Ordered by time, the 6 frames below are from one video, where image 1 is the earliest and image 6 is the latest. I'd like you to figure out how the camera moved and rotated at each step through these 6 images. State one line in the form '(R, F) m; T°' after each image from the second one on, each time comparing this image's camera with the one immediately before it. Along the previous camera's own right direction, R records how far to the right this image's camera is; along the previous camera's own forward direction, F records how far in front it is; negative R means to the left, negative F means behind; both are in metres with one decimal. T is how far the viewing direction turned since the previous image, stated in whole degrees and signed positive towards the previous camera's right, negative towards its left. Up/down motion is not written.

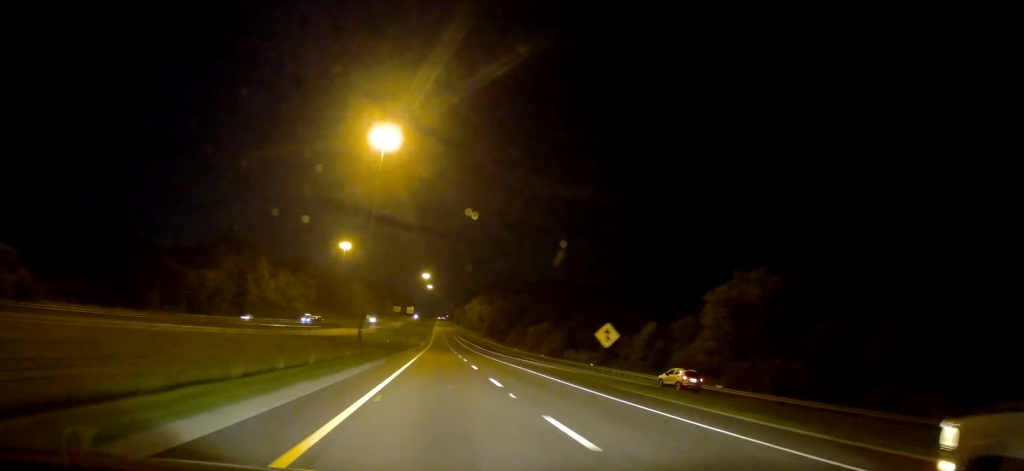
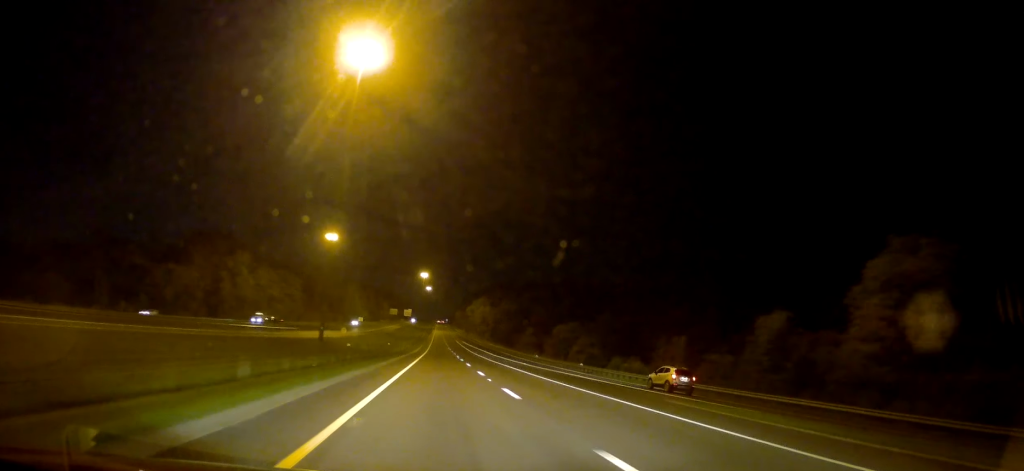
(0.0, +28.6) m; +1°
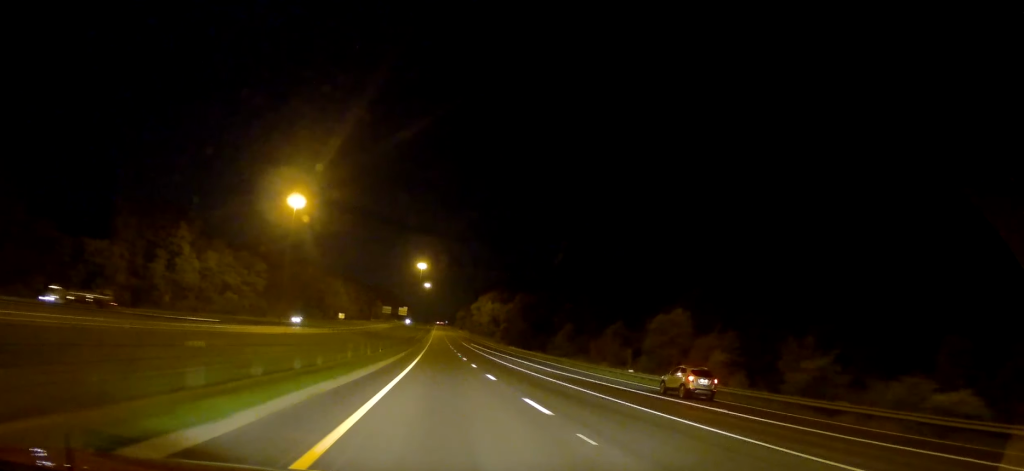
(+0.3, +52.7) m; -1°
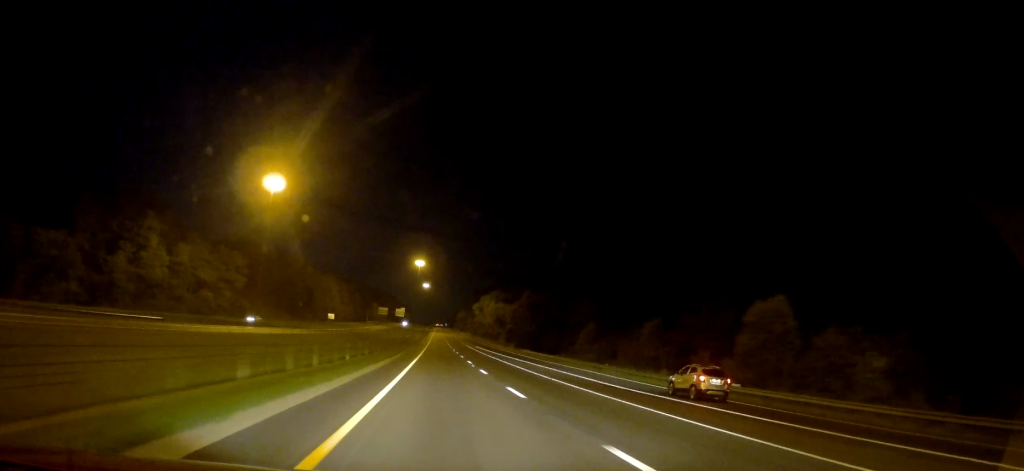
(-0.1, +20.7) m; 0°
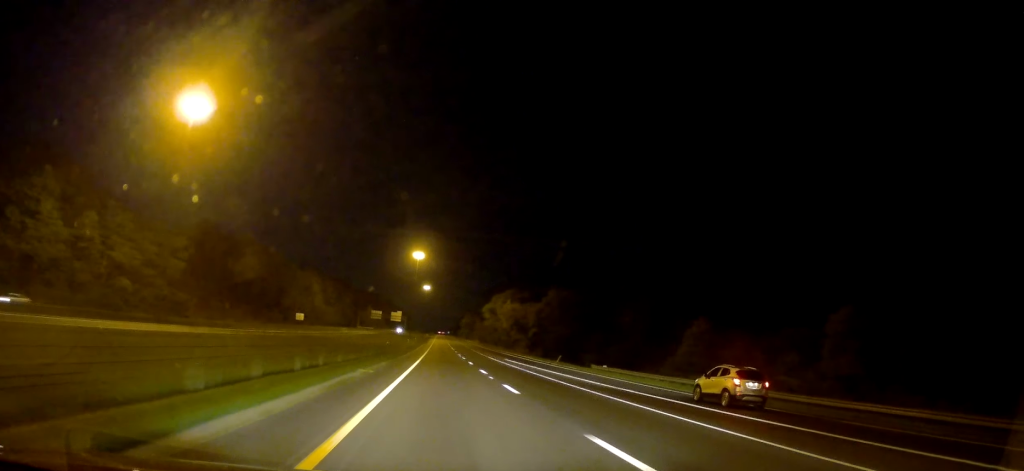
(+0.5, +48.2) m; +1°
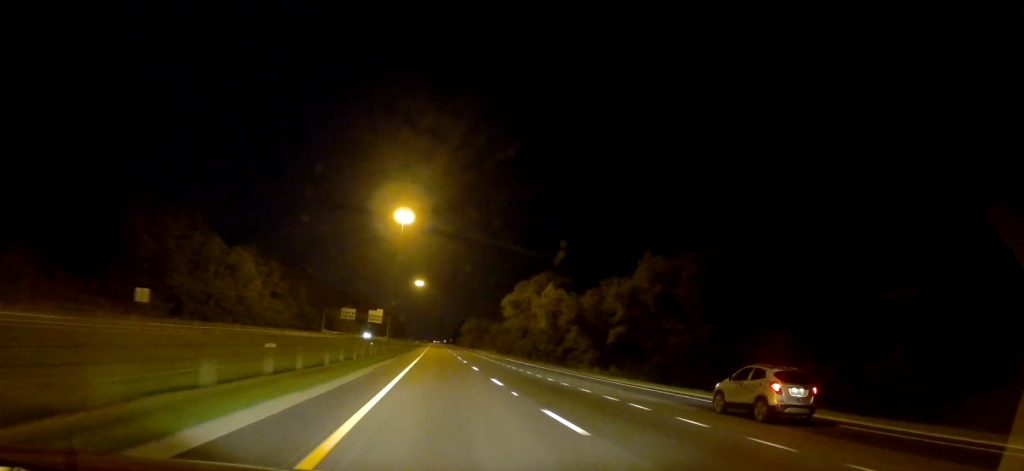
(-0.5, +82.7) m; 0°
